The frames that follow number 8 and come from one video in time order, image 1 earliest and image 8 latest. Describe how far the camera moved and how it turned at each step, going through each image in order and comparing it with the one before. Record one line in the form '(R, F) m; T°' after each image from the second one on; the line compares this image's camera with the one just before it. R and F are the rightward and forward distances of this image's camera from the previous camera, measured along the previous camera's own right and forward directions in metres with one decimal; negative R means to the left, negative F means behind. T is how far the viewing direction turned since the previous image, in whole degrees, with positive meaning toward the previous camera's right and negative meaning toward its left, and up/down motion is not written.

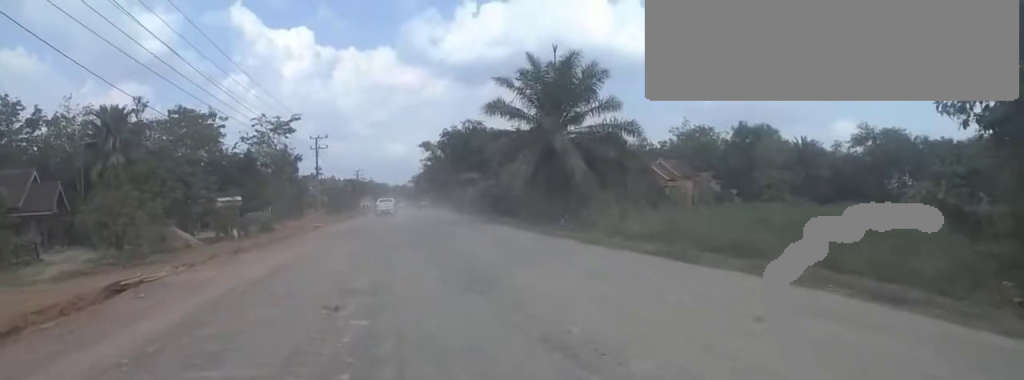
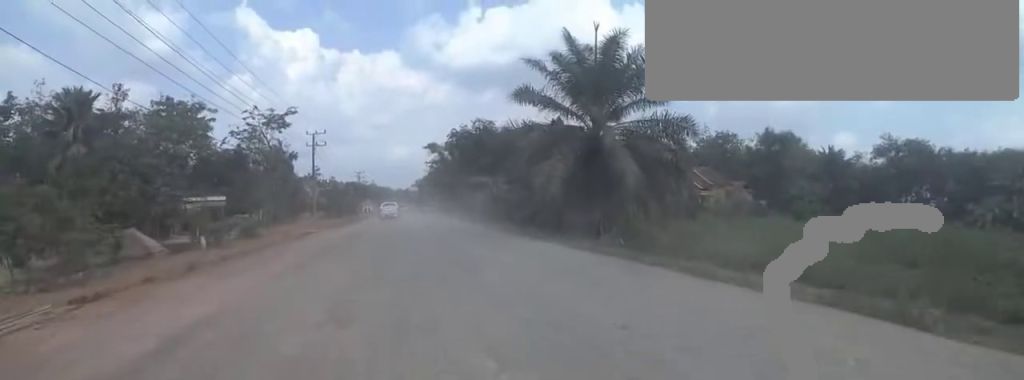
(0.0, +4.8) m; 0°
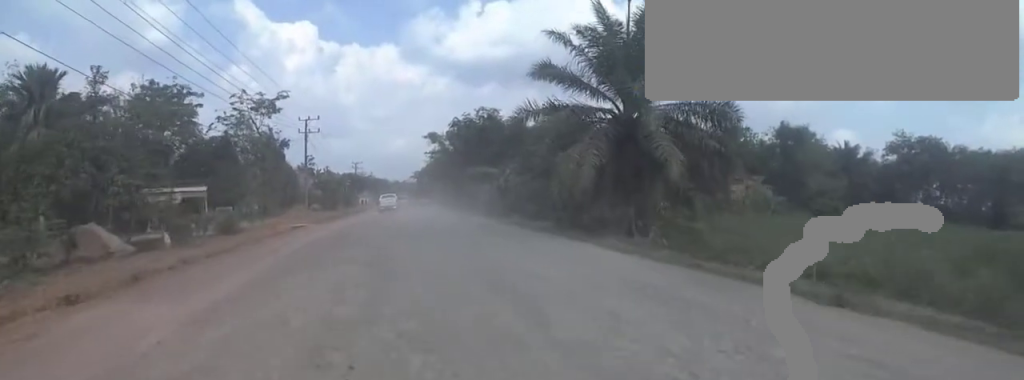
(0.0, +3.1) m; 0°
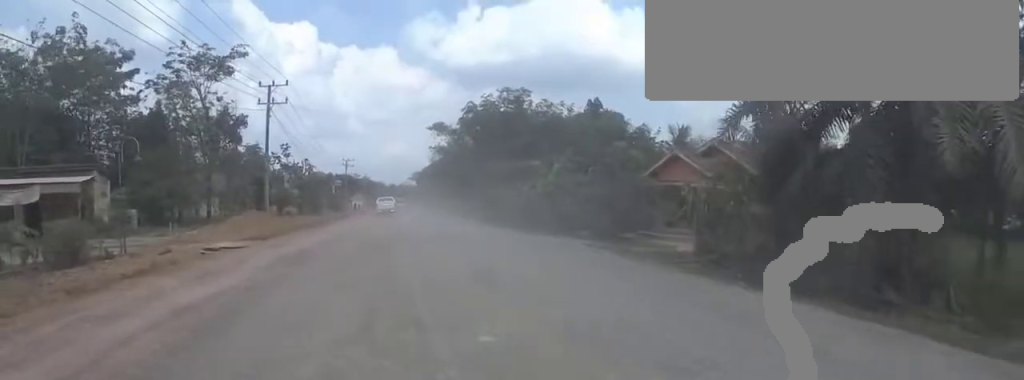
(0.0, +12.5) m; 0°
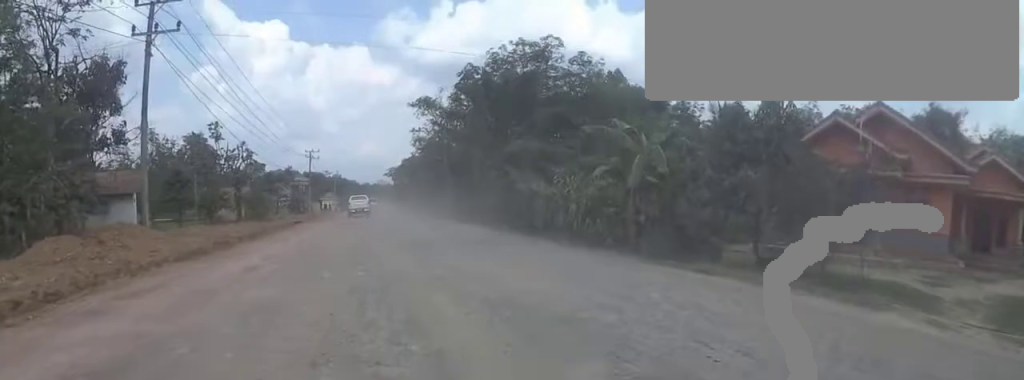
(0.0, +13.0) m; -2°
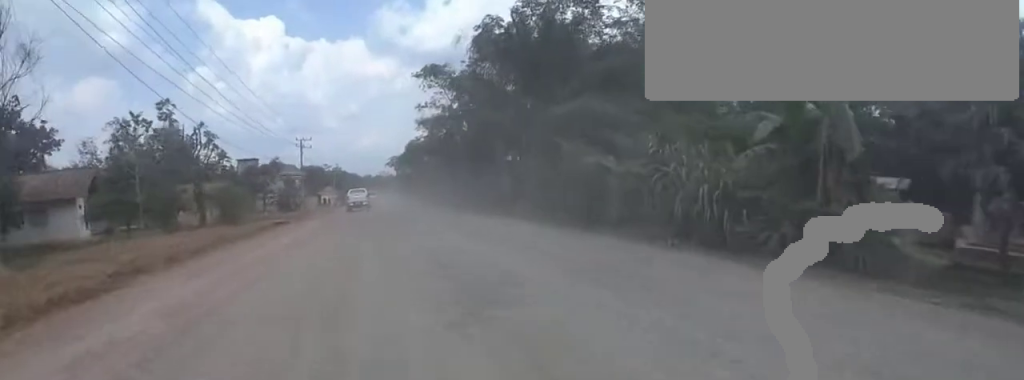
(-0.3, +7.9) m; -3°
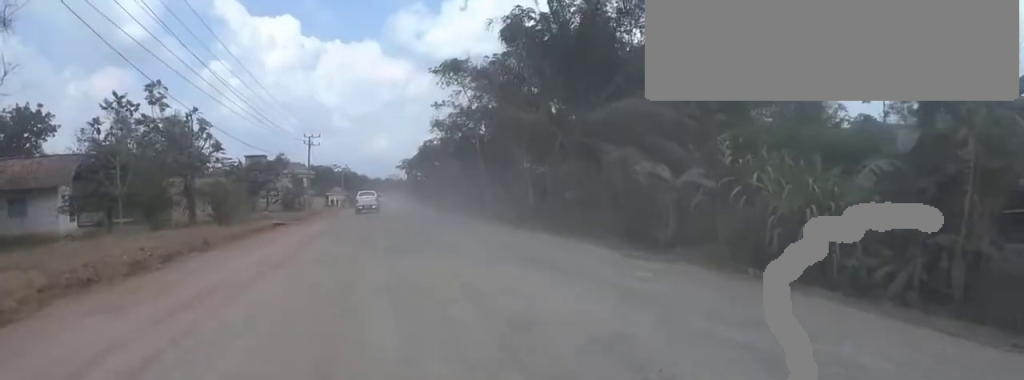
(0.0, +2.9) m; 0°
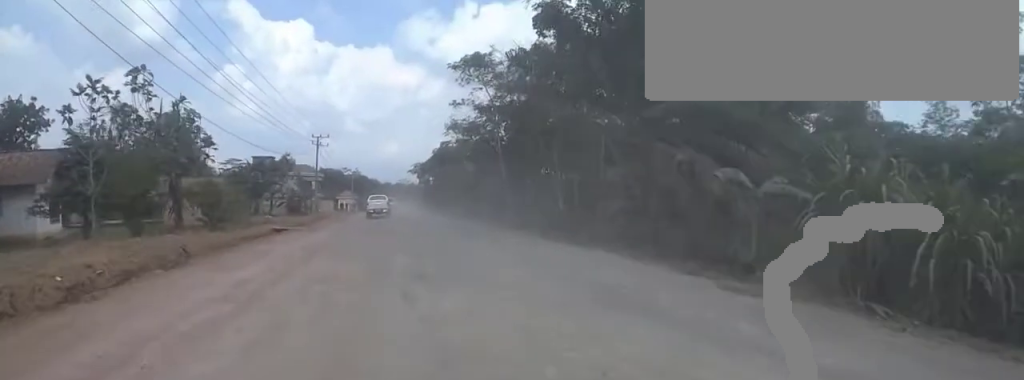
(0.0, +3.2) m; 0°
